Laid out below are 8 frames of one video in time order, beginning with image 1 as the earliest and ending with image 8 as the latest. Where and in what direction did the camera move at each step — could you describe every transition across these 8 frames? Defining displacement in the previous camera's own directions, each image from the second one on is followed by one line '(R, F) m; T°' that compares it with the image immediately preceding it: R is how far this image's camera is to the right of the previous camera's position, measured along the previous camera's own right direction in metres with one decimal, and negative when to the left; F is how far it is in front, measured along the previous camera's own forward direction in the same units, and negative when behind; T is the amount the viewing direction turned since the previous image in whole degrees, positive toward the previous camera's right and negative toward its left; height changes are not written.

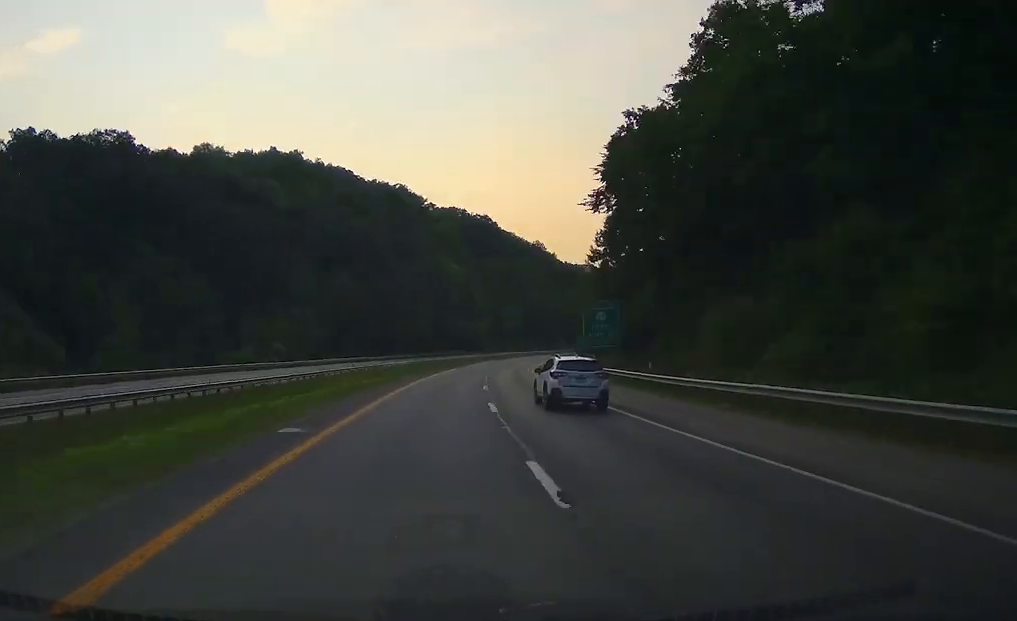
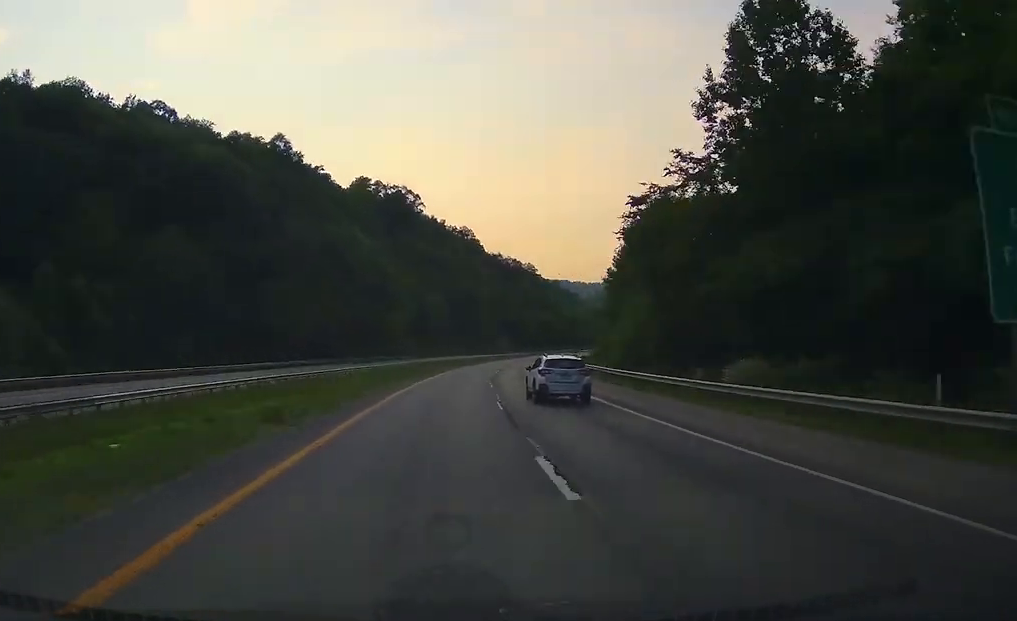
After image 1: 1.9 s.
(+3.8, +63.2) m; +7°
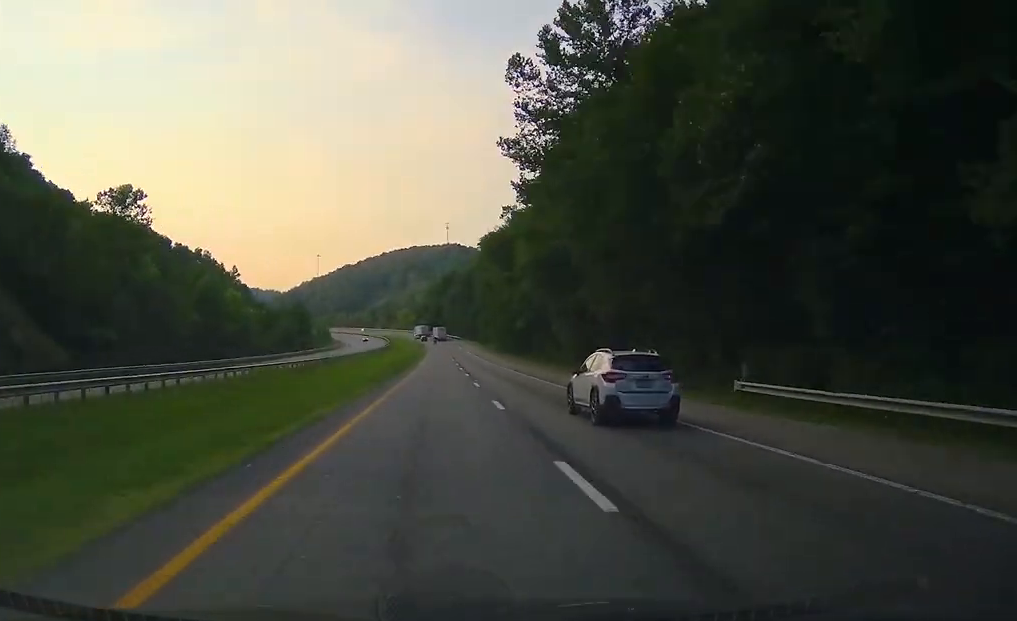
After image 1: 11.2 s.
(+68.9, +309.3) m; +18°
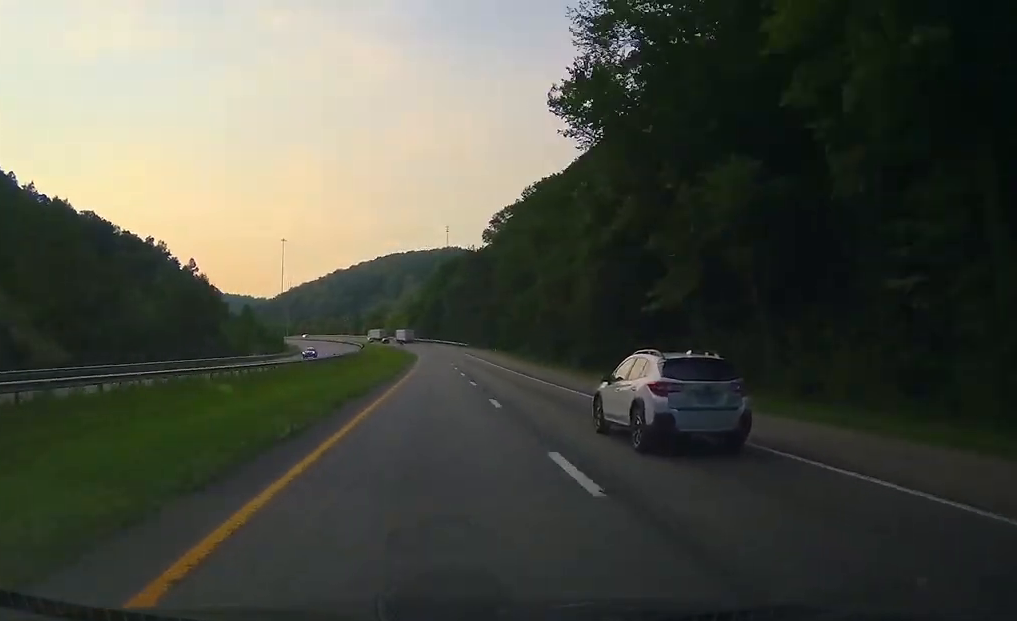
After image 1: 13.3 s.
(+0.4, +72.8) m; -2°
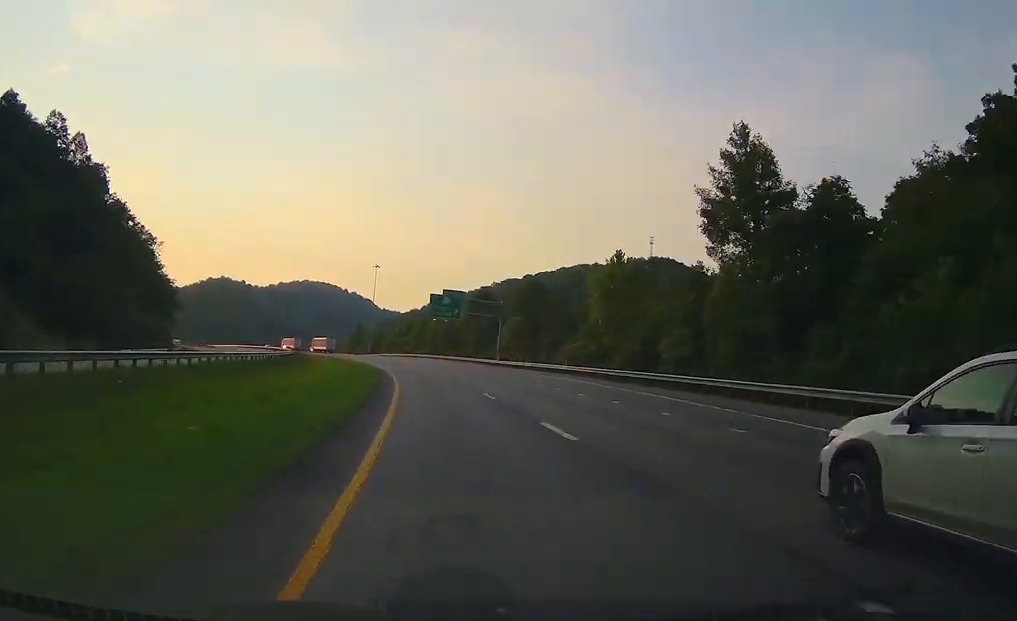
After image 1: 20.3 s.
(-26.3, +230.6) m; -18°
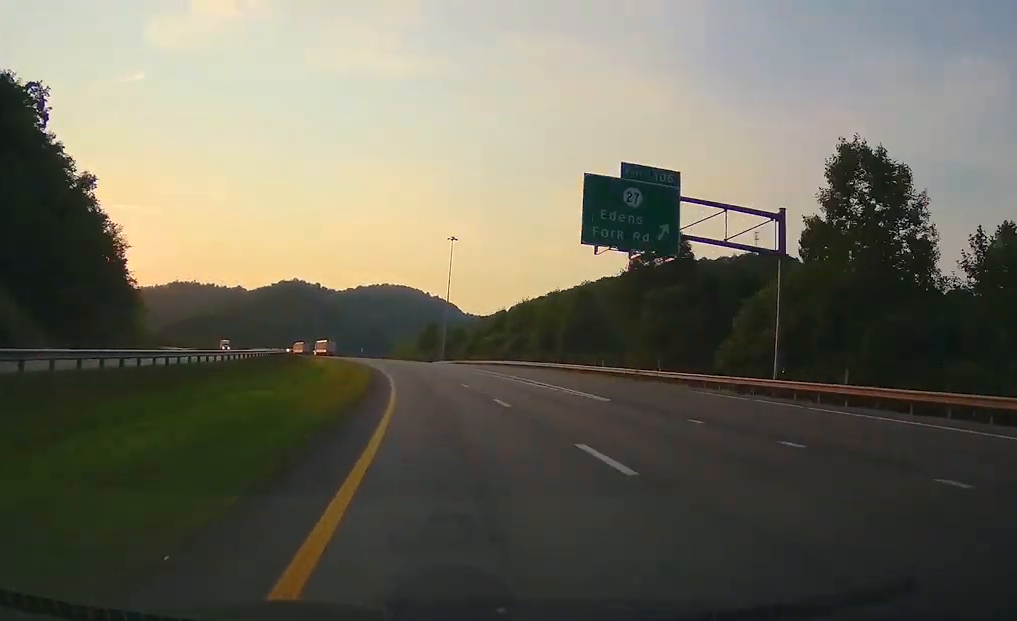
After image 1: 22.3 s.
(-3.7, +67.1) m; -7°
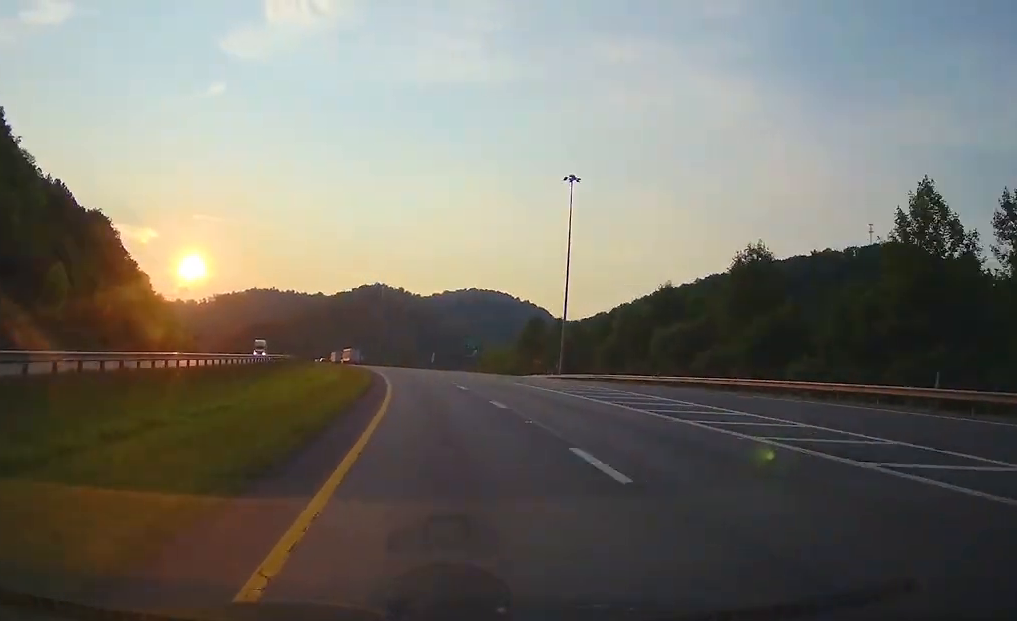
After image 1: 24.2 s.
(-4.1, +62.5) m; -5°
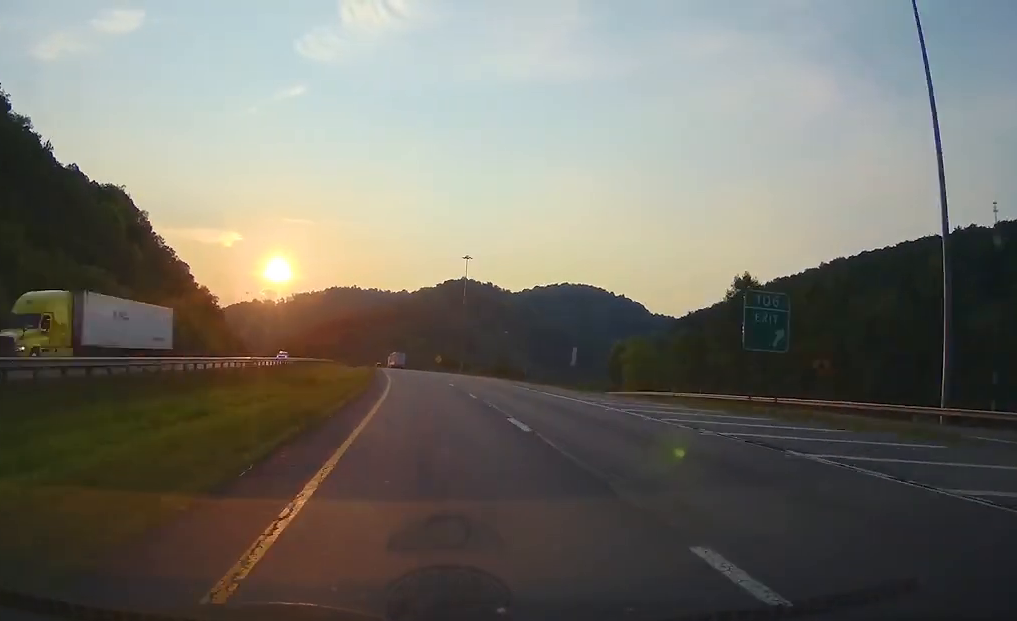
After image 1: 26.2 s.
(-4.3, +67.6) m; -5°
